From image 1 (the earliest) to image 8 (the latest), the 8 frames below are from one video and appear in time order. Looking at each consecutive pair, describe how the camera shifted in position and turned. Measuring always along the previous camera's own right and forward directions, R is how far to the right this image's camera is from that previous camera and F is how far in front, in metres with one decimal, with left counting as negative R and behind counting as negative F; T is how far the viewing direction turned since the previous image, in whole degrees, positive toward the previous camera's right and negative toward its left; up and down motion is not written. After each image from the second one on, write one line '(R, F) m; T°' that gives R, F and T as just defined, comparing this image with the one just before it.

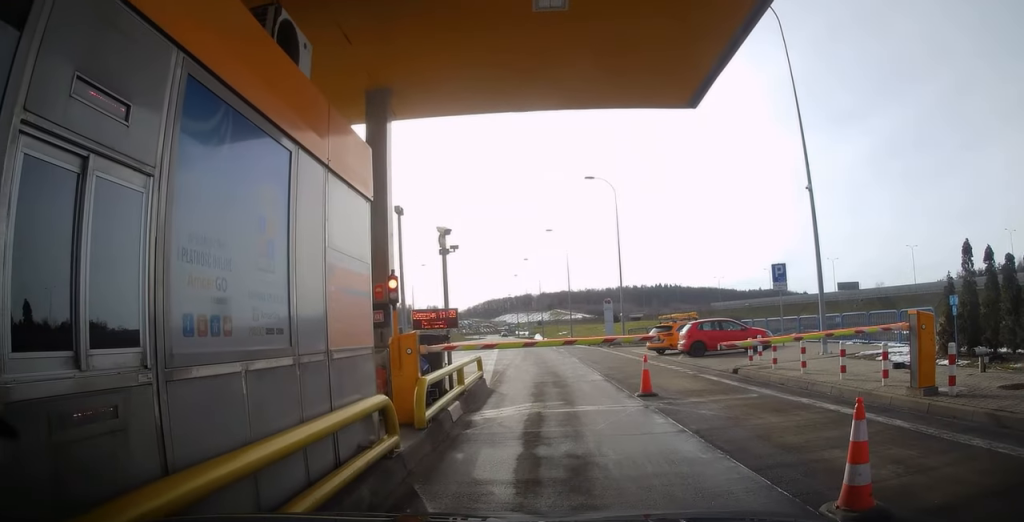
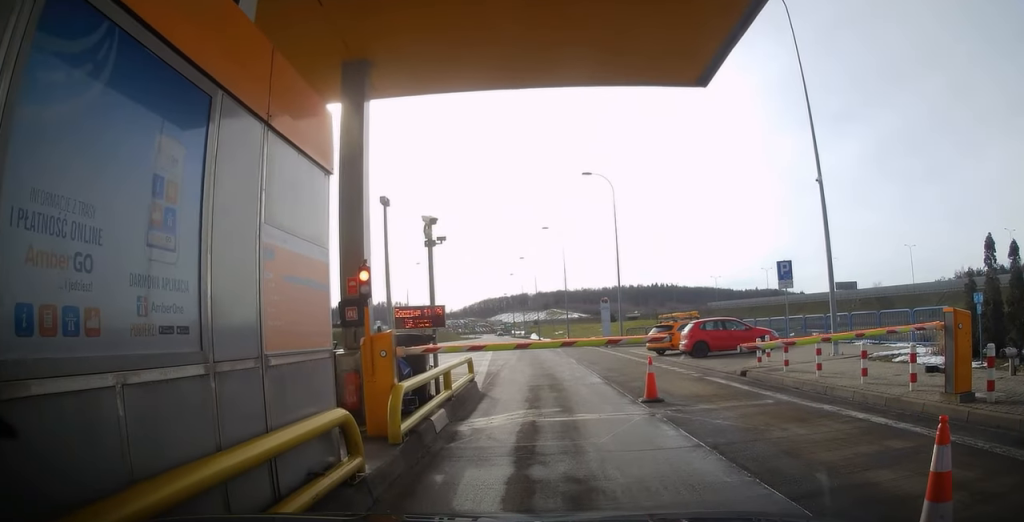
(0.0, +1.4) m; 0°
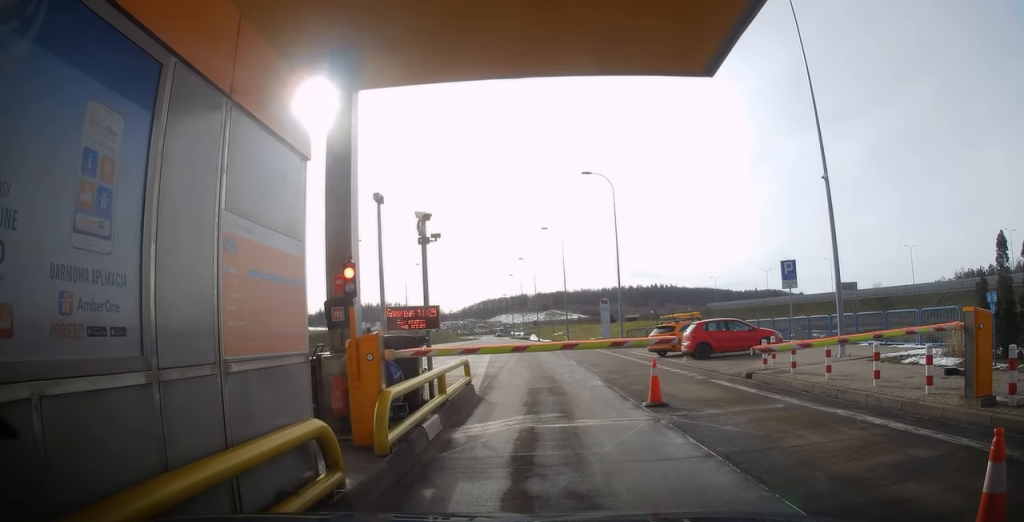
(-0.1, +0.6) m; 0°
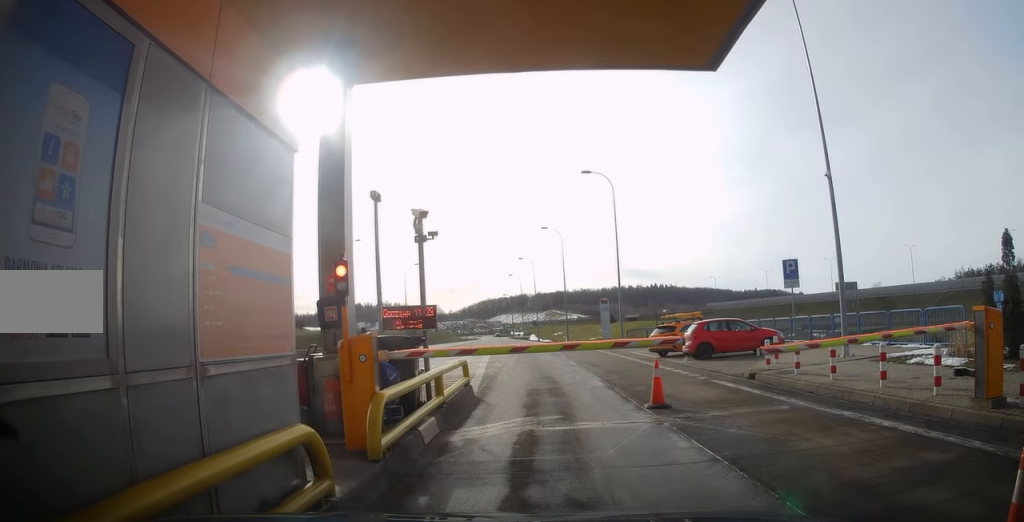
(-0.1, +0.3) m; 0°
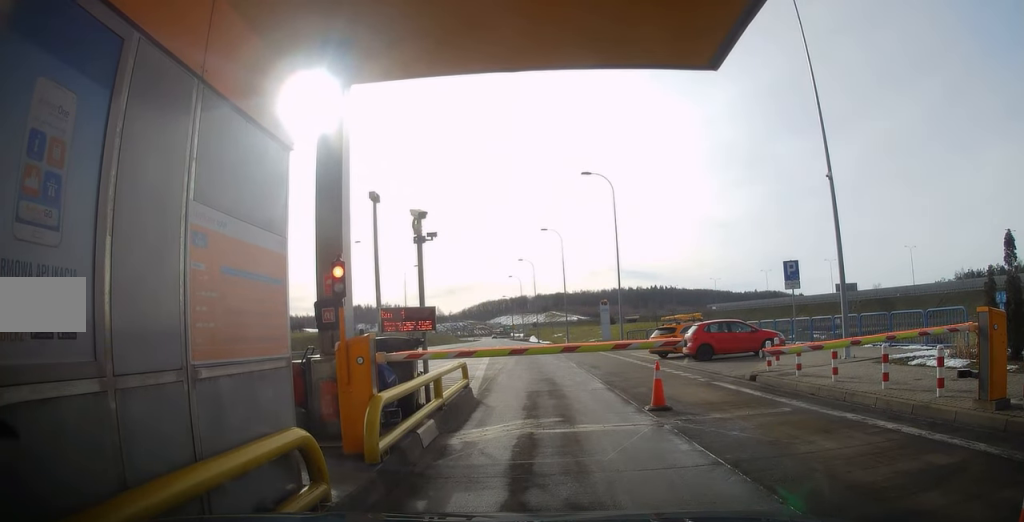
(0.0, +0.2) m; 0°
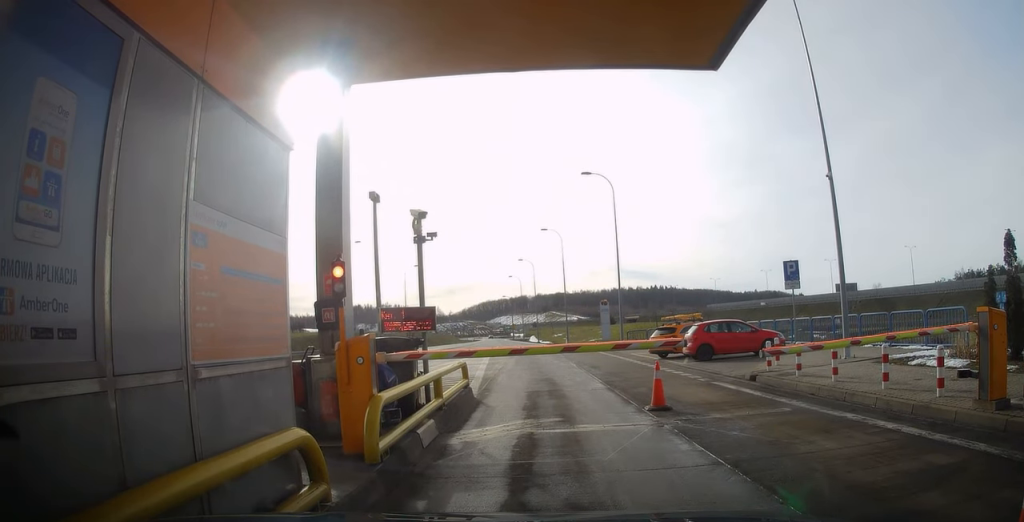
(0.0, 0.0) m; 0°
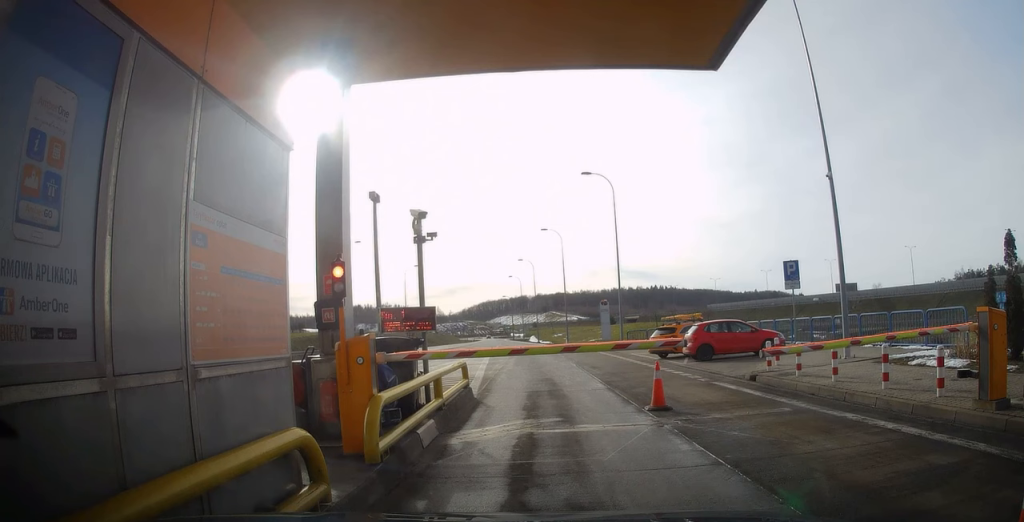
(0.0, 0.0) m; 0°
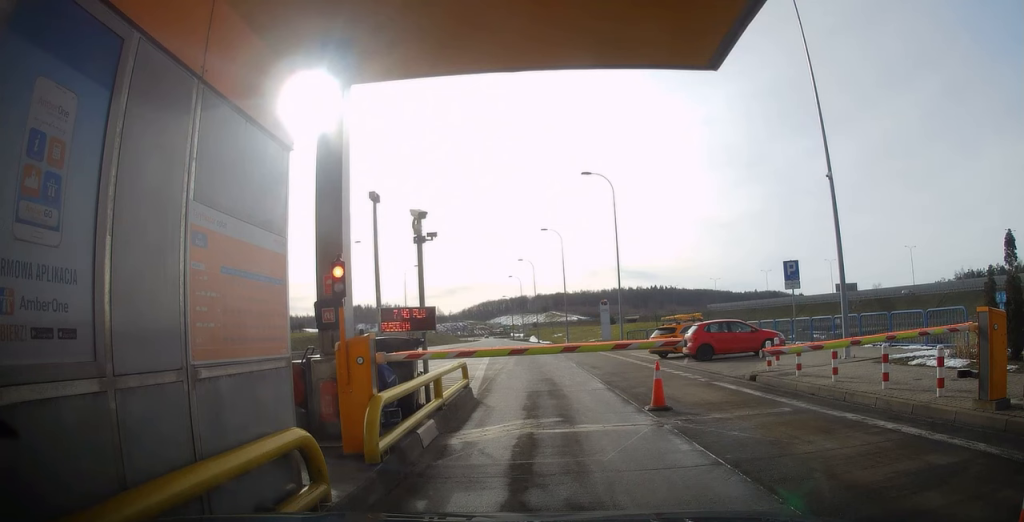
(0.0, 0.0) m; 0°
